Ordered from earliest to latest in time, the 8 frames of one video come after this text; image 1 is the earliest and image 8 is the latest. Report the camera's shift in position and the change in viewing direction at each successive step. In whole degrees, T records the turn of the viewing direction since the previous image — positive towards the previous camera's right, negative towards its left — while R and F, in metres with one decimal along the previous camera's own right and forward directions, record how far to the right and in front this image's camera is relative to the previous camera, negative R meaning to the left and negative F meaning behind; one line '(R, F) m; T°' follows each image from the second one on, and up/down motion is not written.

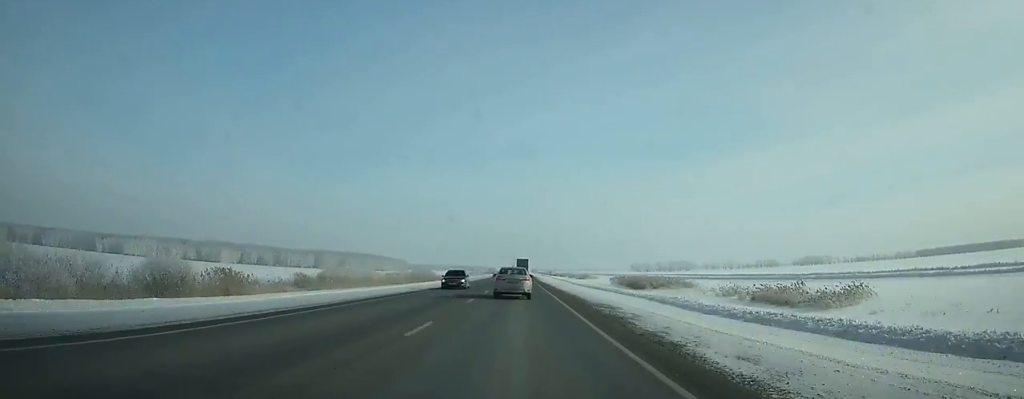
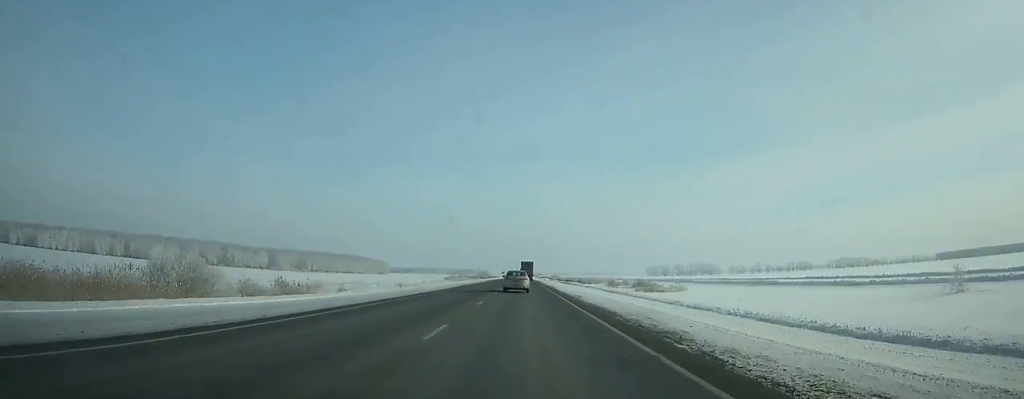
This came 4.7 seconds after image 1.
(+0.1, +121.0) m; 0°
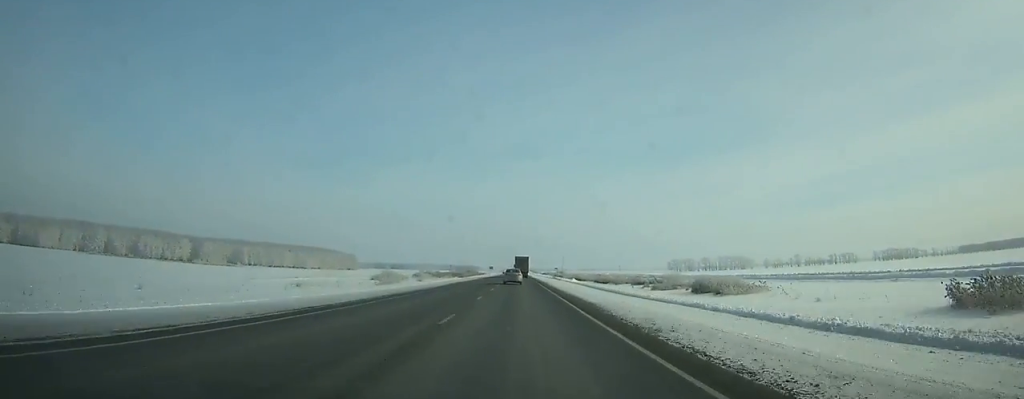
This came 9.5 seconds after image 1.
(-0.2, +125.9) m; 0°
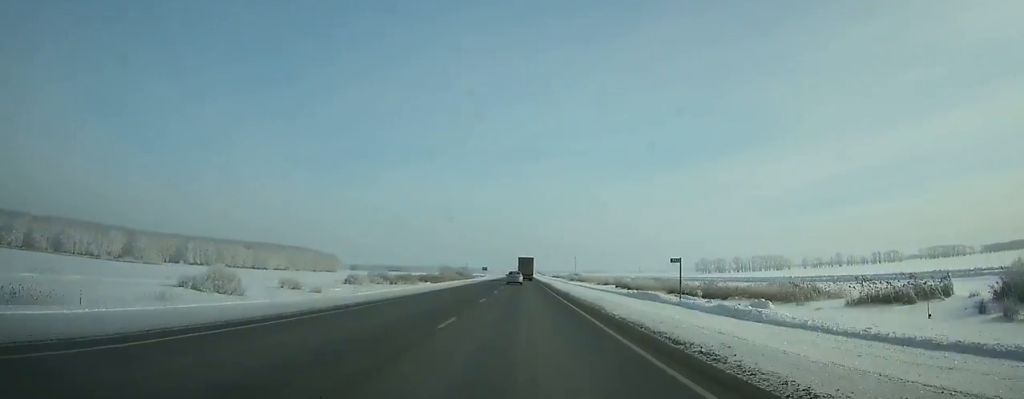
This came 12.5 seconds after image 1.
(-0.2, +81.1) m; 0°
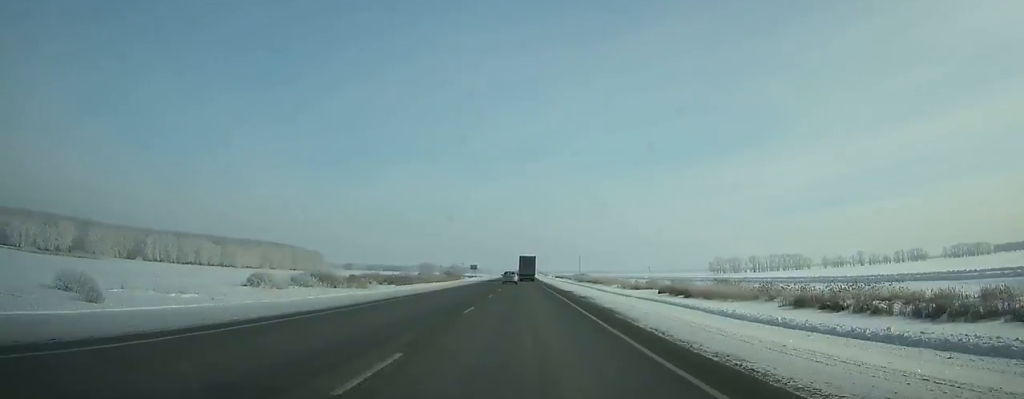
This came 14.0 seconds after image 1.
(0.0, +43.1) m; 0°
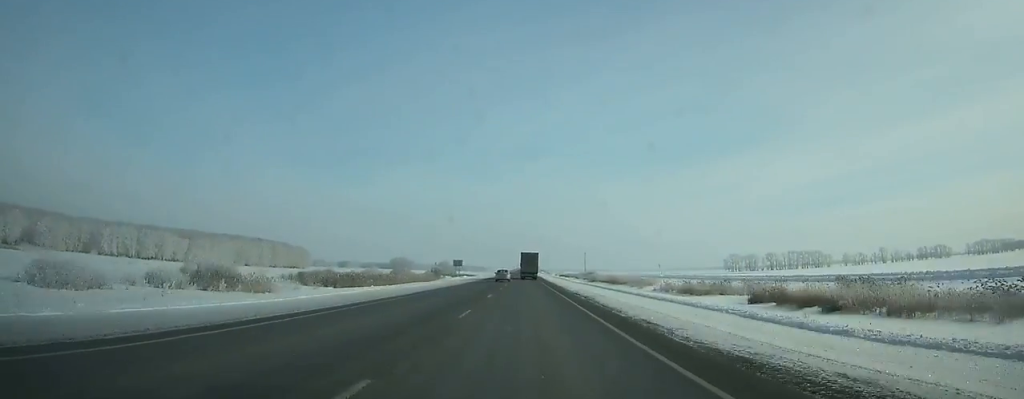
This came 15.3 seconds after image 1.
(0.0, +37.6) m; 0°
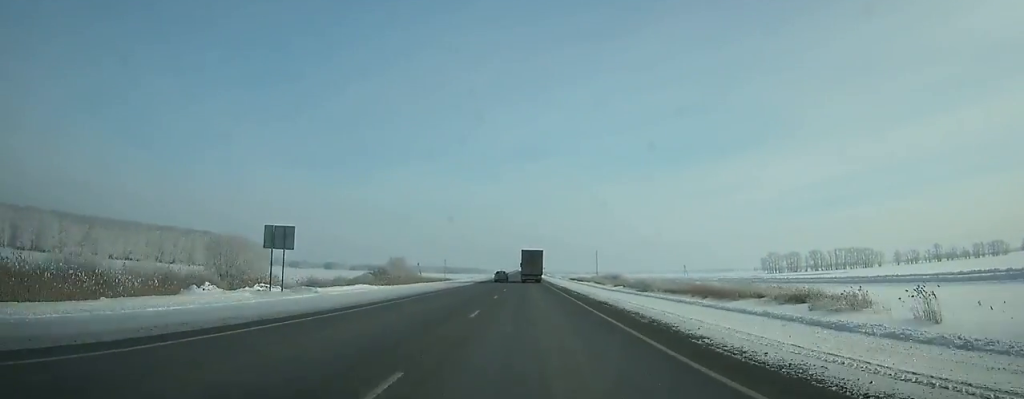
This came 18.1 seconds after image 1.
(0.0, +81.0) m; 0°
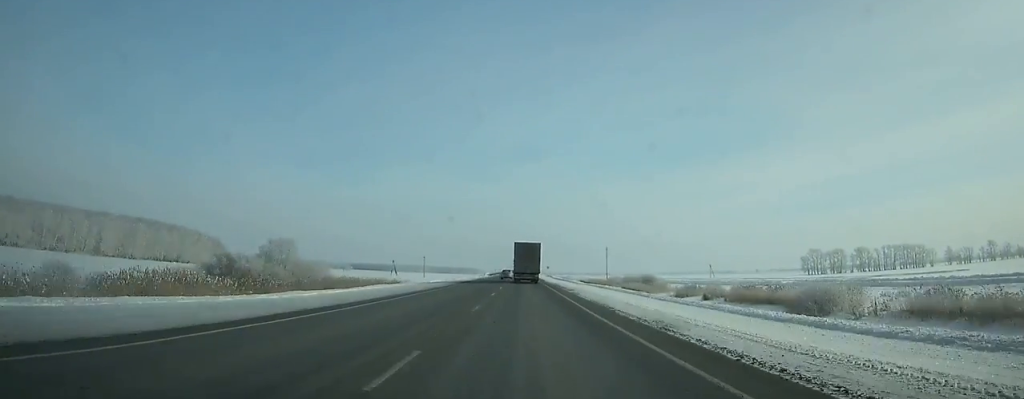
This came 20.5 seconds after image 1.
(+0.2, +69.9) m; 0°
